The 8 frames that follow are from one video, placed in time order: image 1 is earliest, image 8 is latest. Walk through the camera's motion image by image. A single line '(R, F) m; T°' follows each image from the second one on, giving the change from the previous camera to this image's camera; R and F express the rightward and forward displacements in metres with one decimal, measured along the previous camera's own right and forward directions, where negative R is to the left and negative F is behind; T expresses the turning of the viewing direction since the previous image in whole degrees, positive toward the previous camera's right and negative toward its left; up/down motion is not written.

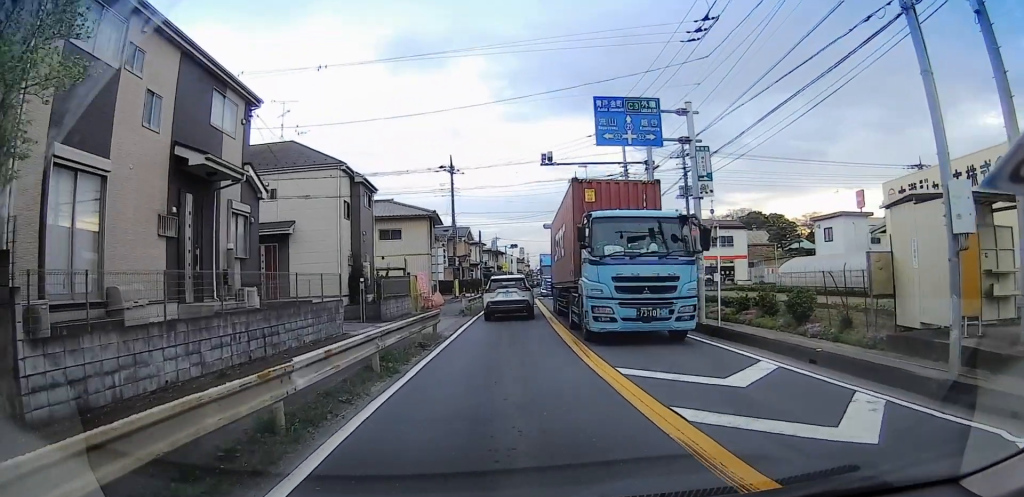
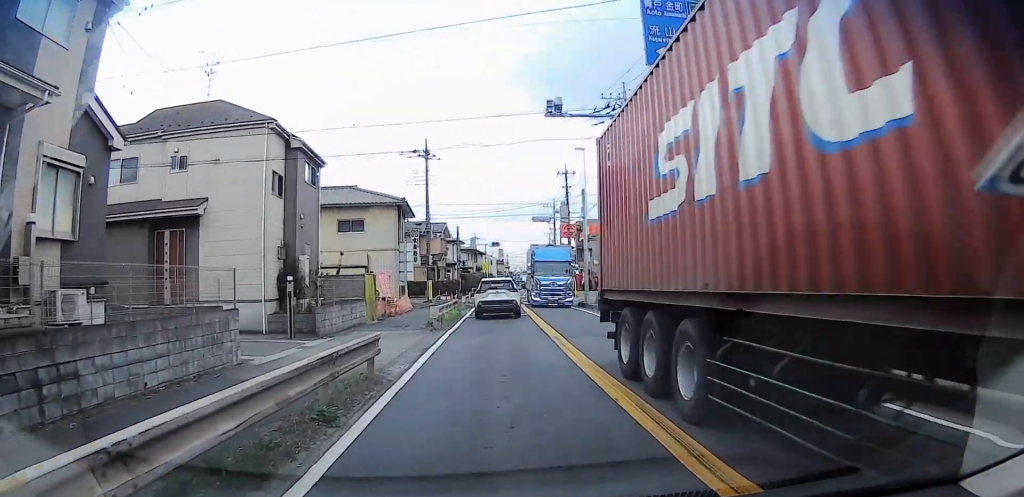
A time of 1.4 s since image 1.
(+0.1, +6.2) m; 0°
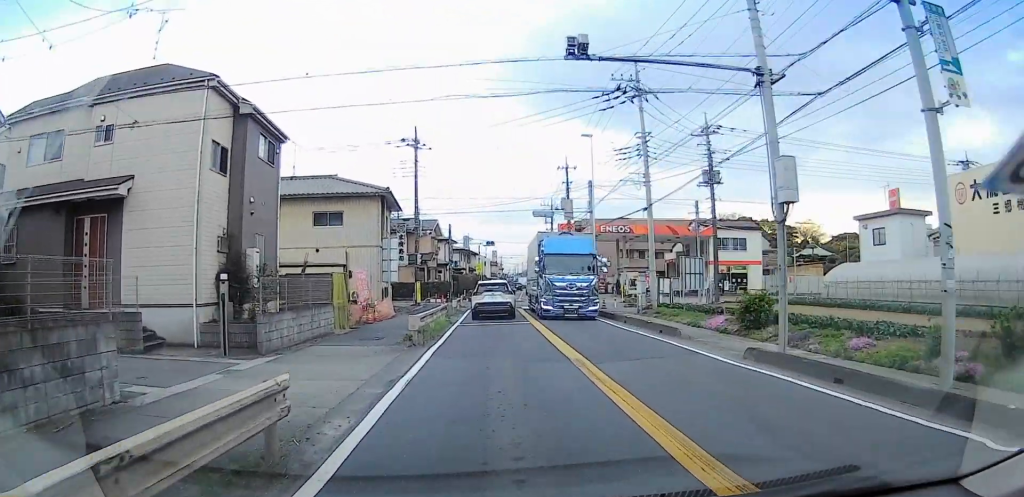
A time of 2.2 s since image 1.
(0.0, +4.2) m; +3°
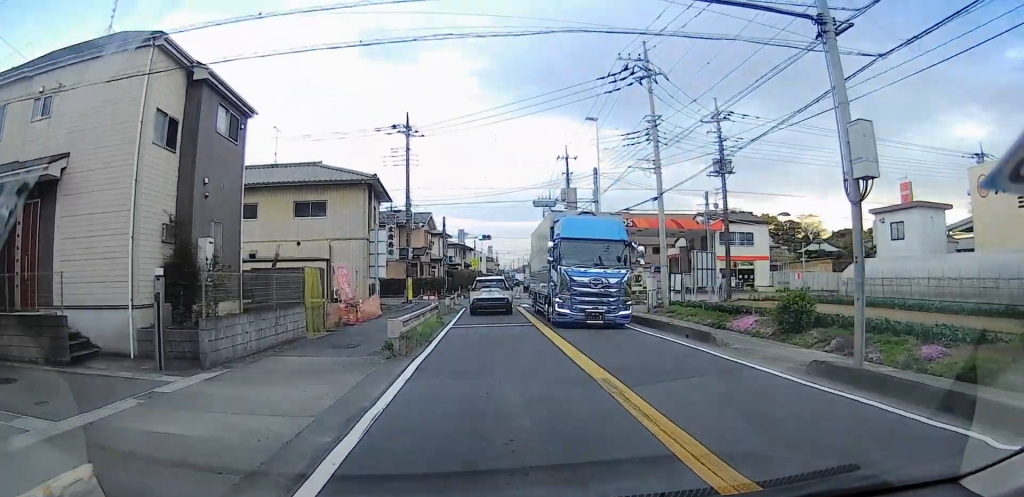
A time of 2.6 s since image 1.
(+0.1, +2.5) m; -1°
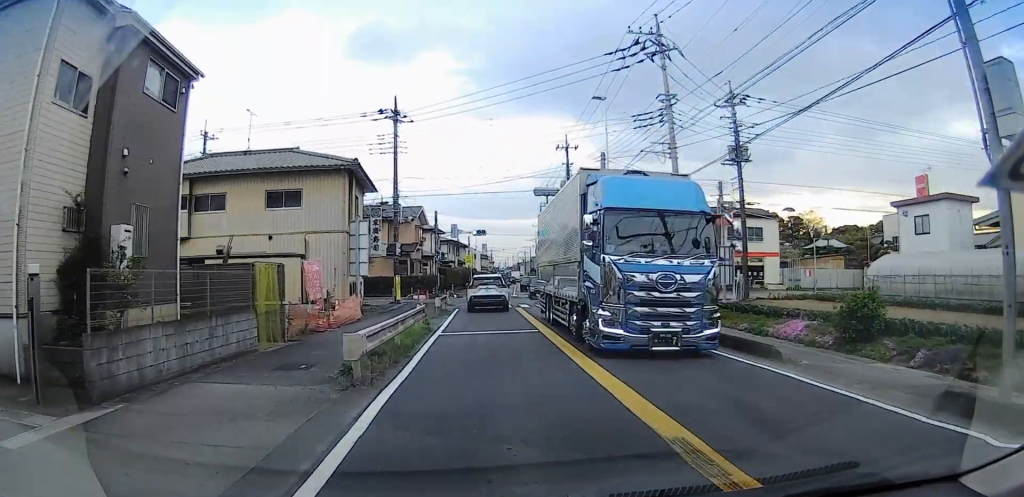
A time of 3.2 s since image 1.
(+0.3, +3.0) m; -2°
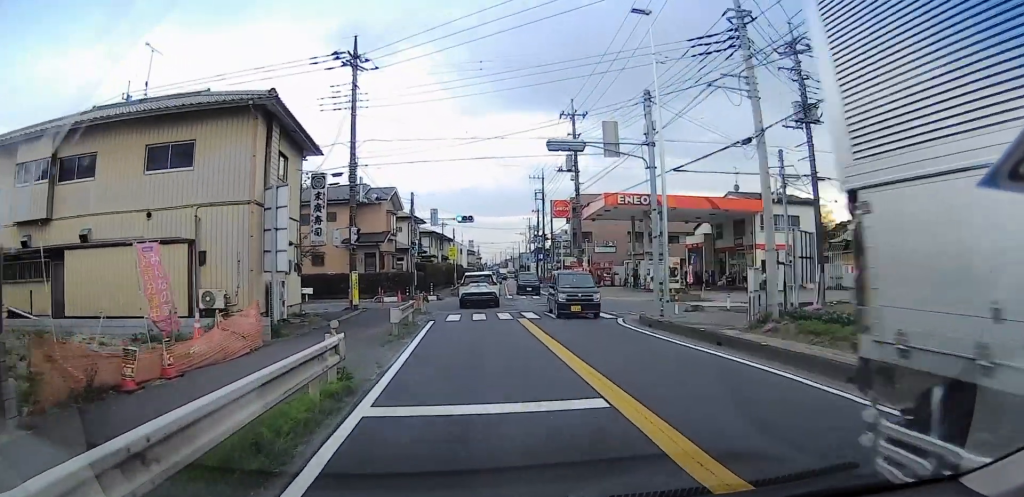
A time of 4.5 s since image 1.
(-0.9, +7.6) m; -5°
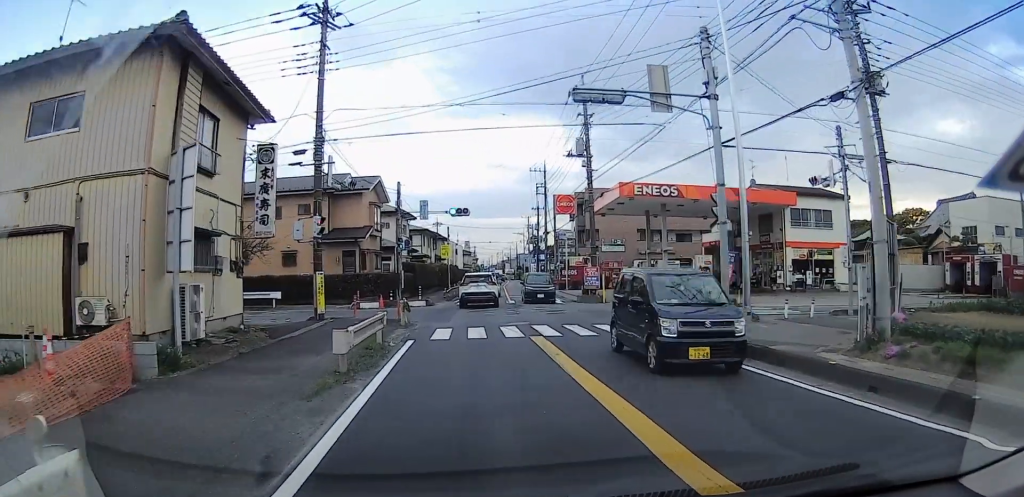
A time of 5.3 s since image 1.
(-0.1, +4.5) m; +4°
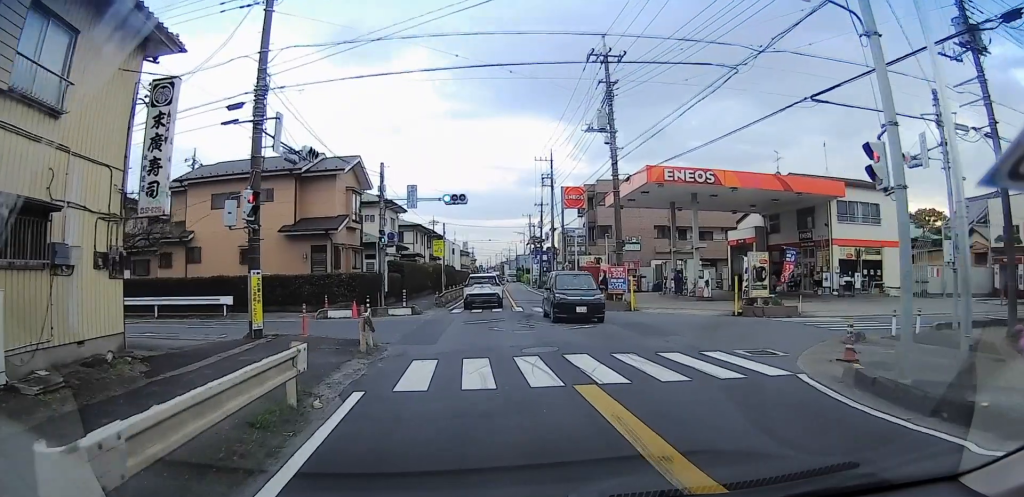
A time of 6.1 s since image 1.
(+0.5, +5.4) m; +2°
